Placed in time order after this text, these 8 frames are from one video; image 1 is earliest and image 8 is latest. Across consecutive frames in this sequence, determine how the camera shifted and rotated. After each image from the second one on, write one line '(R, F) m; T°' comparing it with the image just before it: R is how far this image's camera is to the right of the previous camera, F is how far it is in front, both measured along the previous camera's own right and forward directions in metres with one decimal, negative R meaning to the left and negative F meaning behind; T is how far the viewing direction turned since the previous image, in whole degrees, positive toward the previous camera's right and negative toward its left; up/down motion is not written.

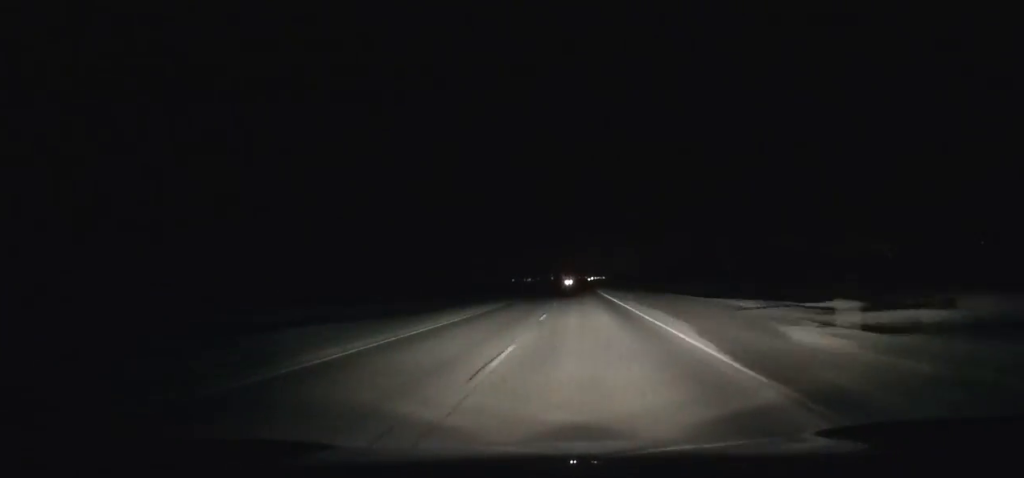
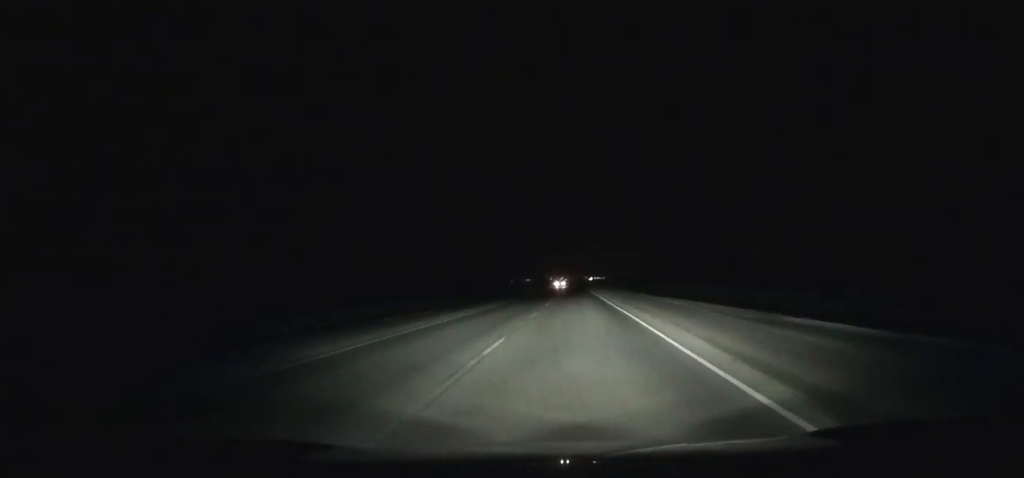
(+0.5, +59.0) m; 0°
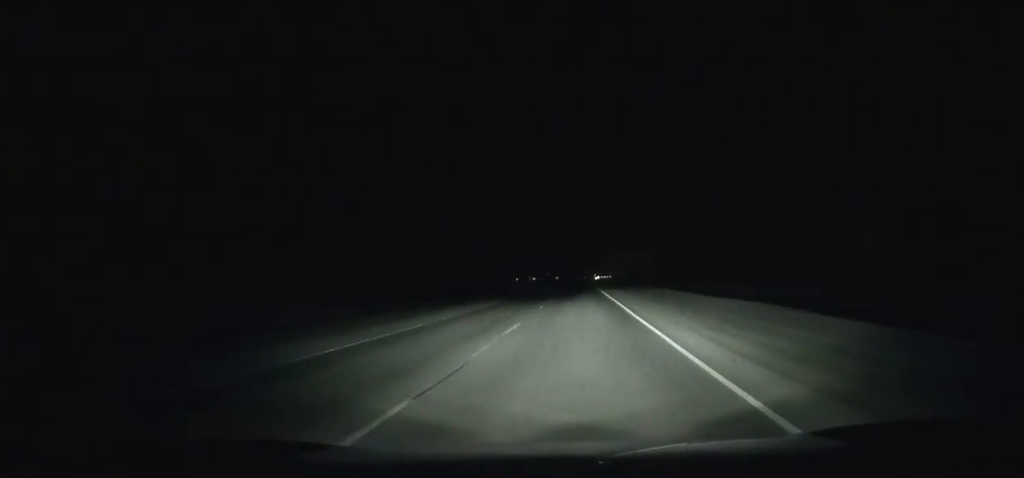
(-0.7, +93.2) m; -1°
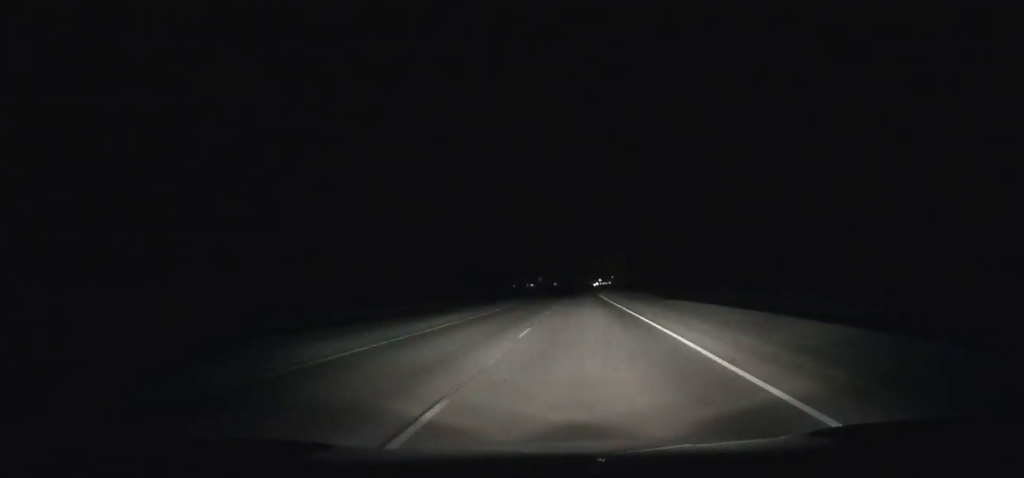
(-0.5, +96.8) m; 0°
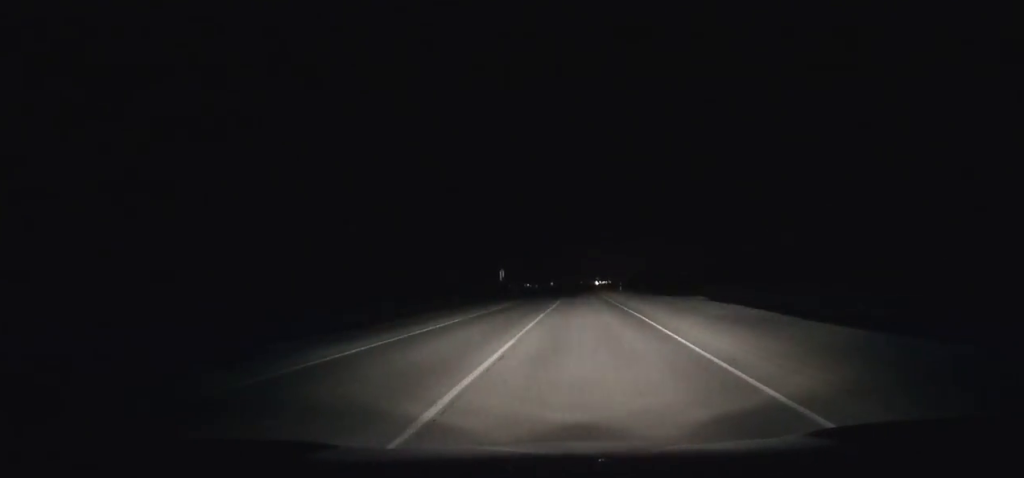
(+0.8, +214.6) m; 0°
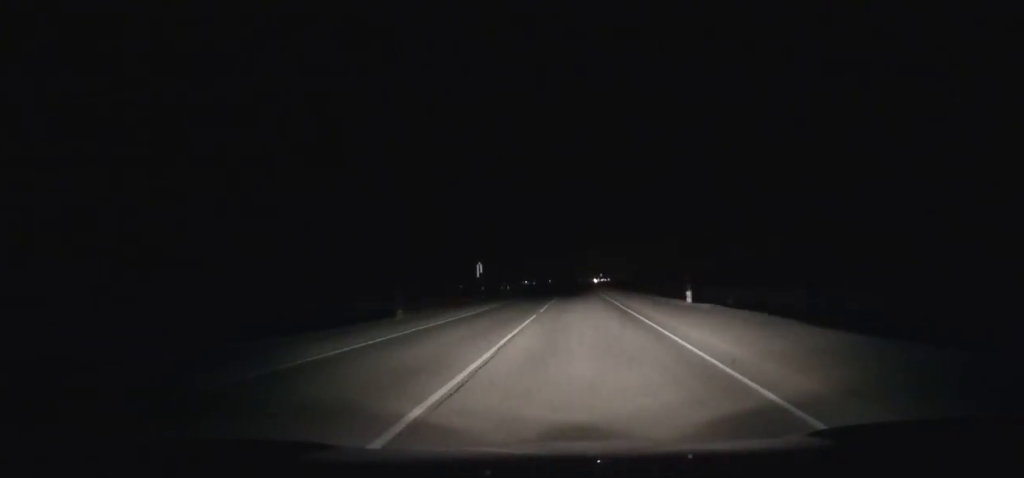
(0.0, +50.7) m; 0°
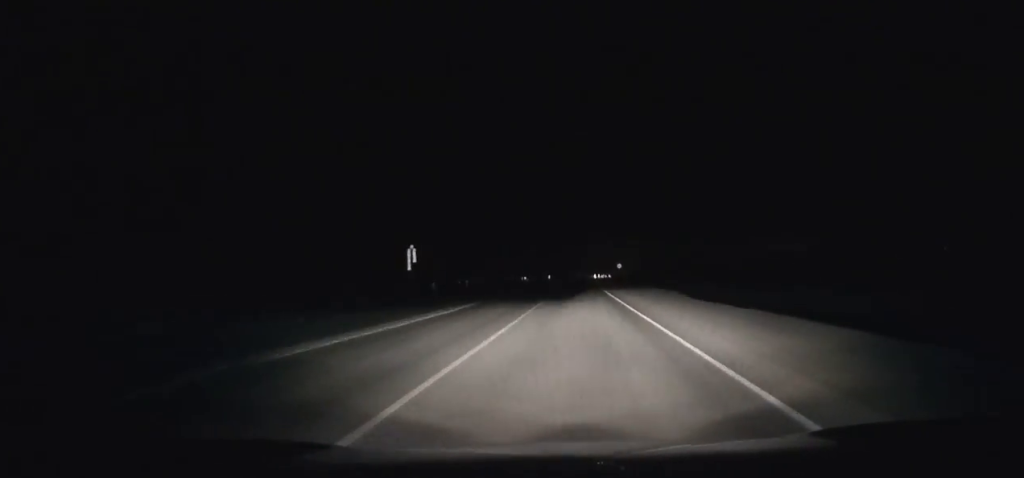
(+0.2, +79.2) m; 0°
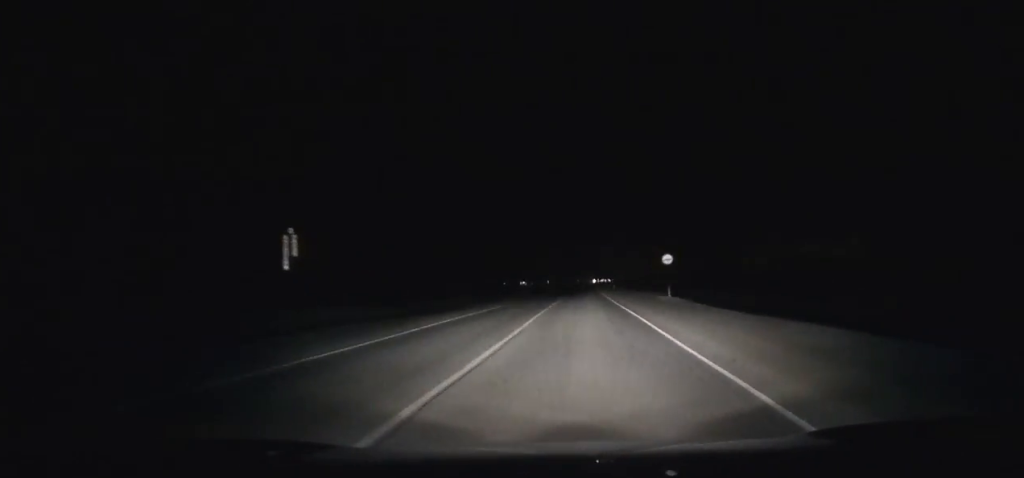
(+0.2, +50.7) m; 0°
